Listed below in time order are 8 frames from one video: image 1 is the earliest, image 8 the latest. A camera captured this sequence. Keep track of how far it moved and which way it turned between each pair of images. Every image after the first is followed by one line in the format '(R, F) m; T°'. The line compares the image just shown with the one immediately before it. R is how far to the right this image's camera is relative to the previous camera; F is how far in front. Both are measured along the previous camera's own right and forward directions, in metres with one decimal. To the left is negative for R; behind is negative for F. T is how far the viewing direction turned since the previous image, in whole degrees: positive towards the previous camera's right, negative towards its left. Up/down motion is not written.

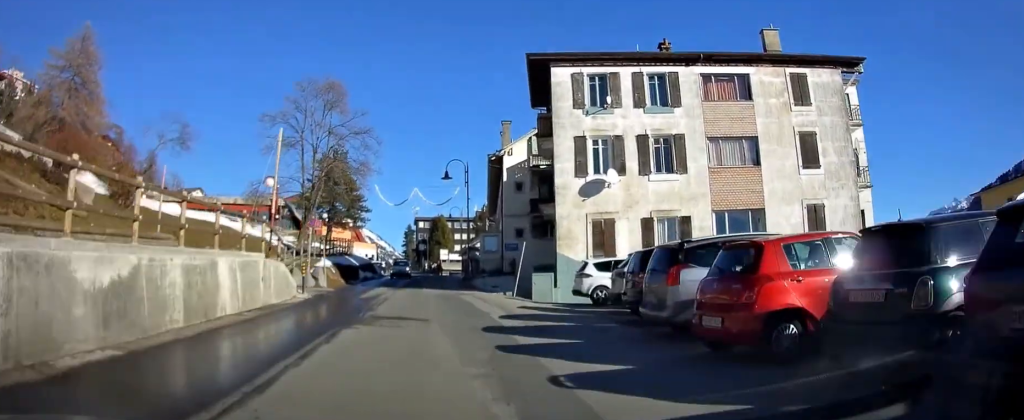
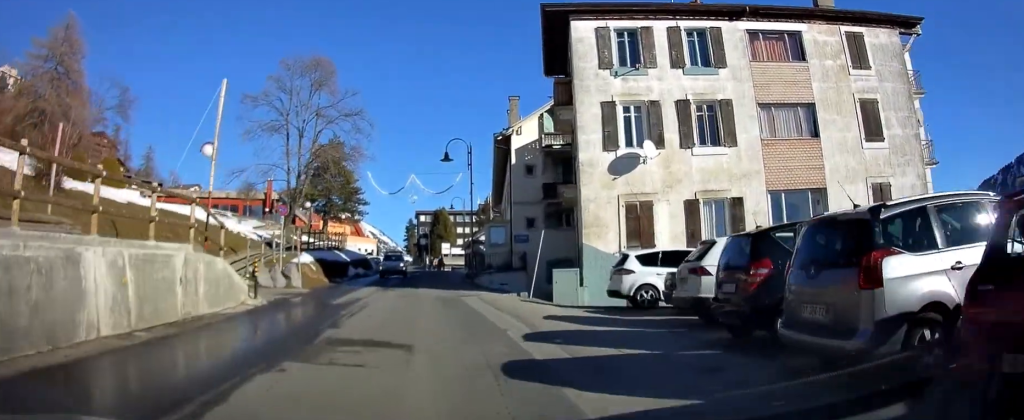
(0.0, +5.0) m; -2°
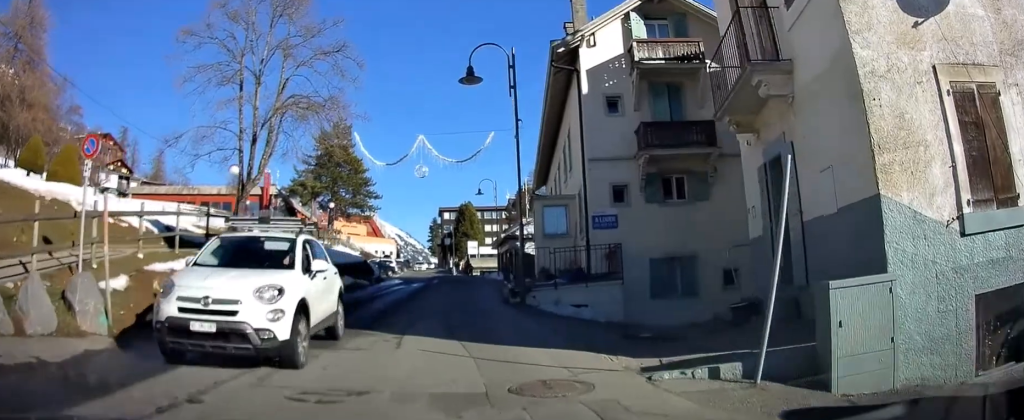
(-0.1, +14.4) m; -1°
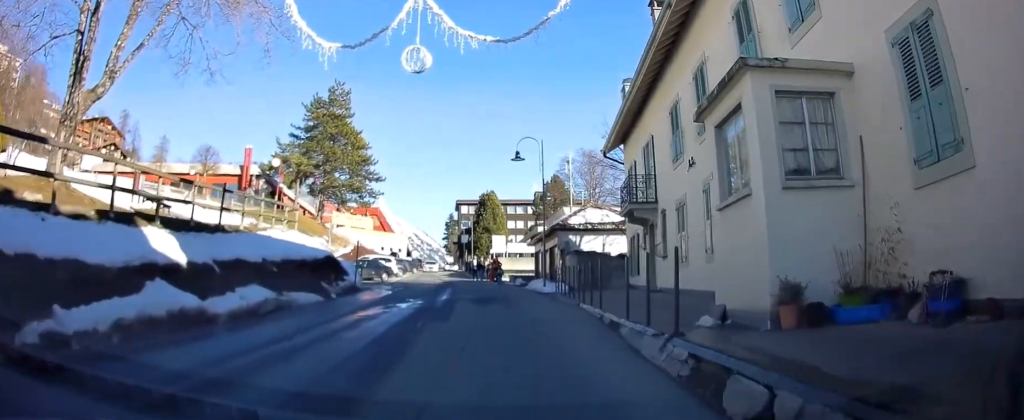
(-0.9, +15.9) m; -3°
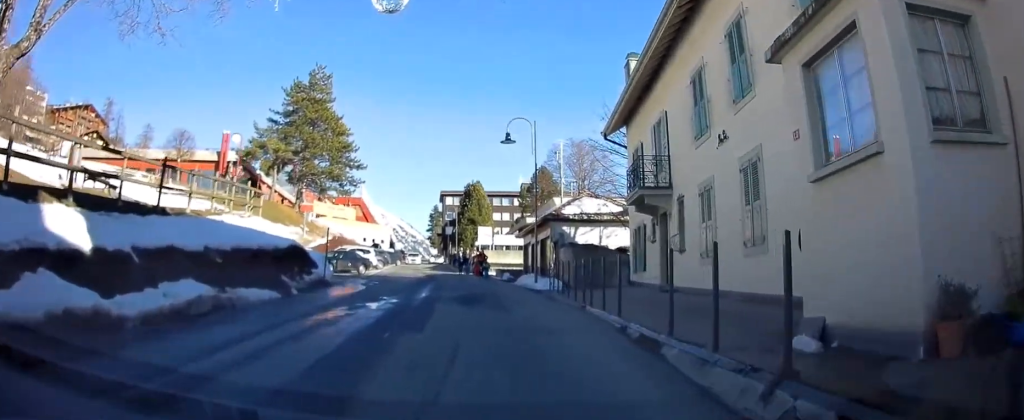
(0.0, +3.0) m; +1°
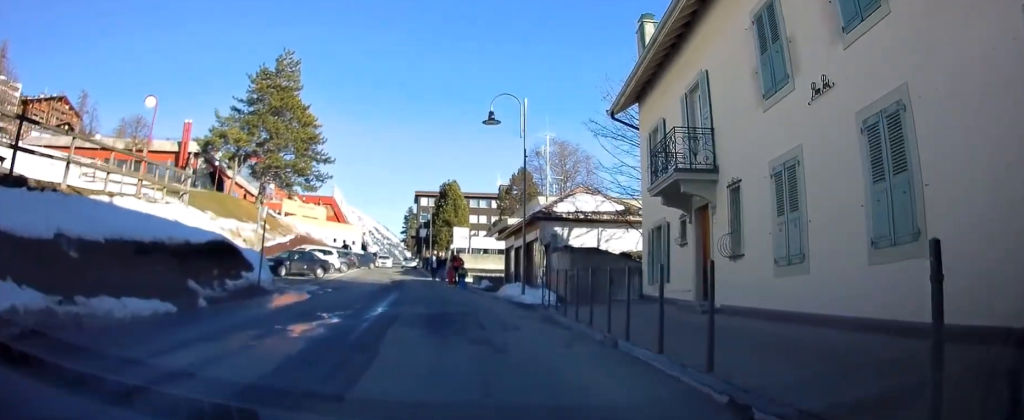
(+0.1, +5.1) m; +3°
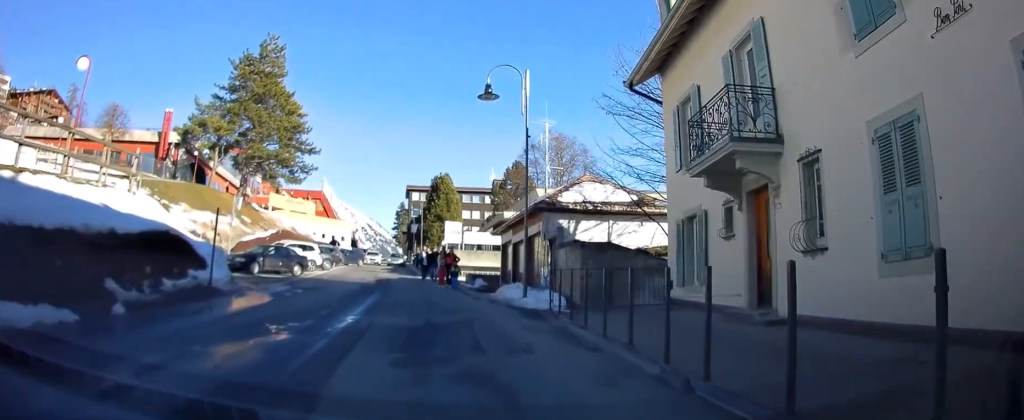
(+0.1, +3.2) m; +2°
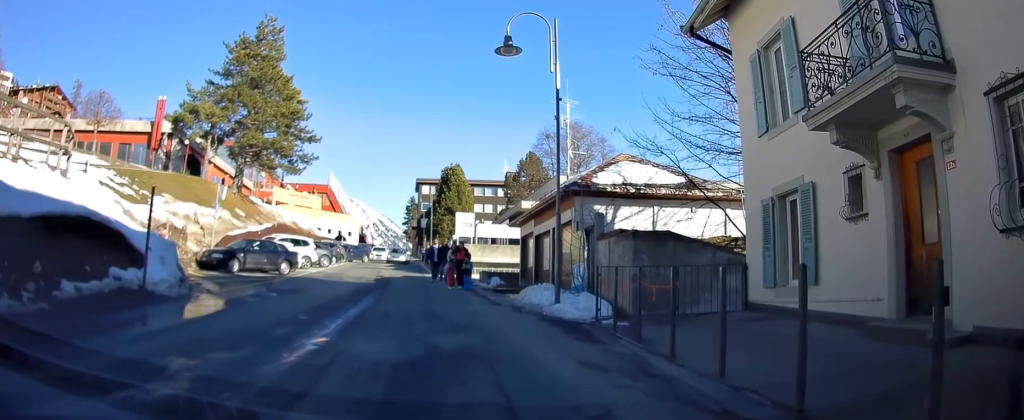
(+0.1, +4.1) m; +2°
